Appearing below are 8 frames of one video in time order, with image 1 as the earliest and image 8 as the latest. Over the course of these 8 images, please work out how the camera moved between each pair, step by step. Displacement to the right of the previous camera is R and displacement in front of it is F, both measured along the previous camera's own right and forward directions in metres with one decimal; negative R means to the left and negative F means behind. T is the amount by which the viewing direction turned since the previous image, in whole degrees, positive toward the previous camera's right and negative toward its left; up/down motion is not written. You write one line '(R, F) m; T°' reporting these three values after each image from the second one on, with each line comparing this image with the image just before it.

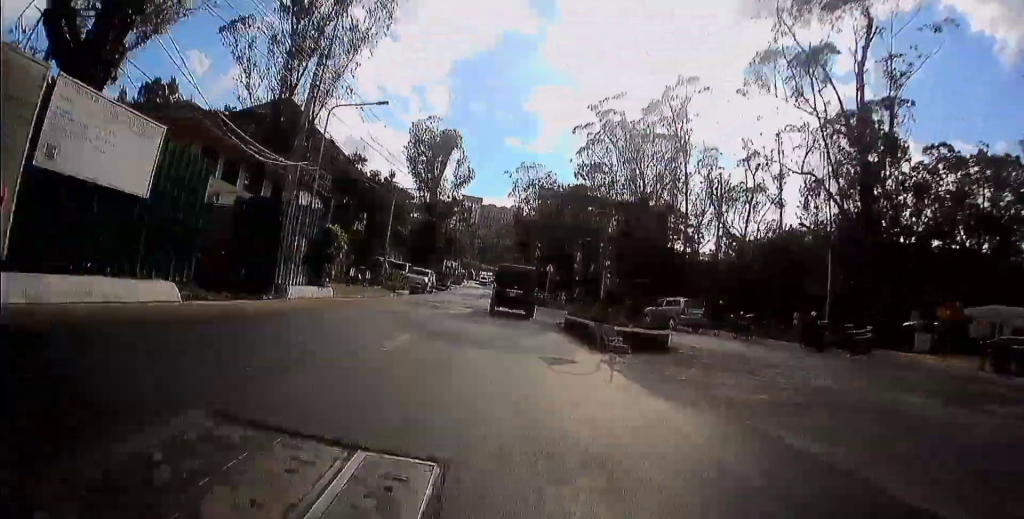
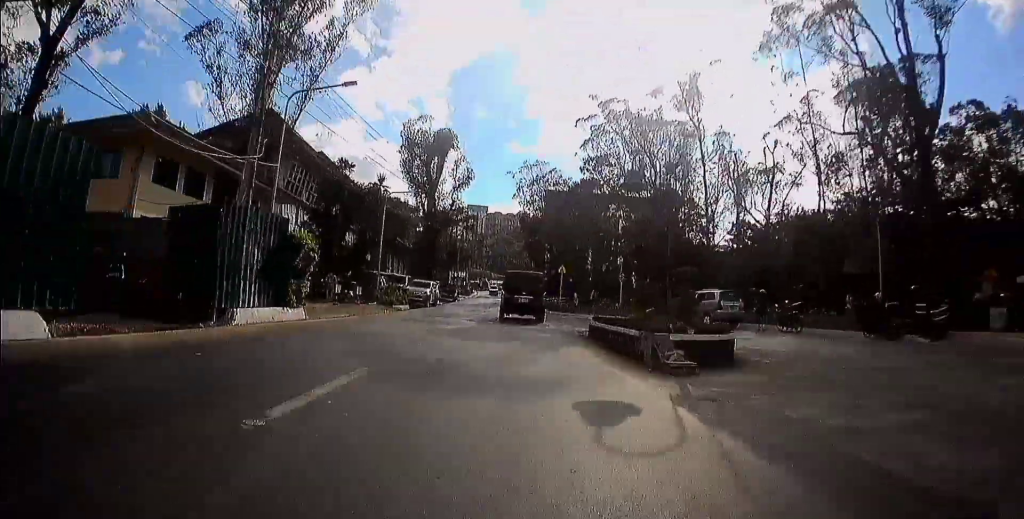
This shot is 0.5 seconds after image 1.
(-0.1, +3.5) m; -3°
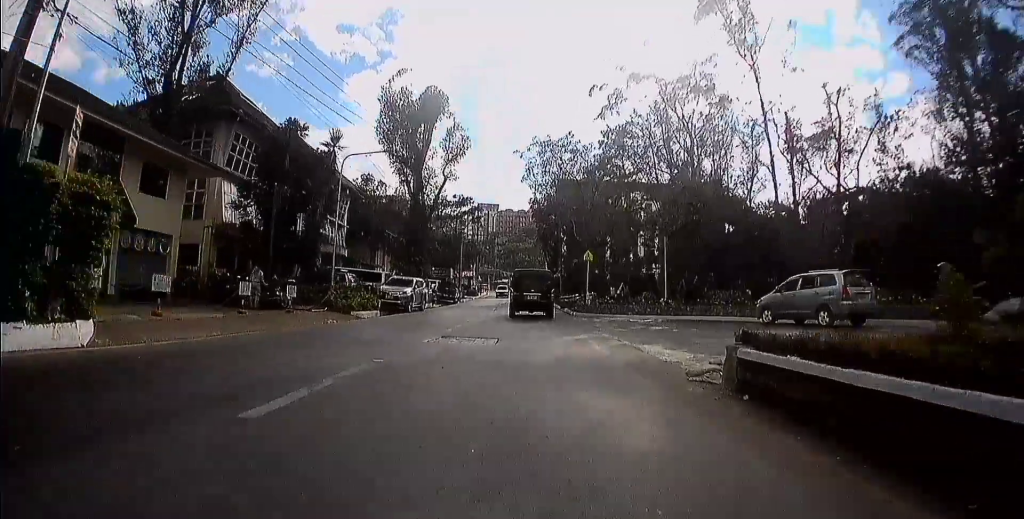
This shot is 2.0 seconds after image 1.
(-0.5, +9.1) m; -6°
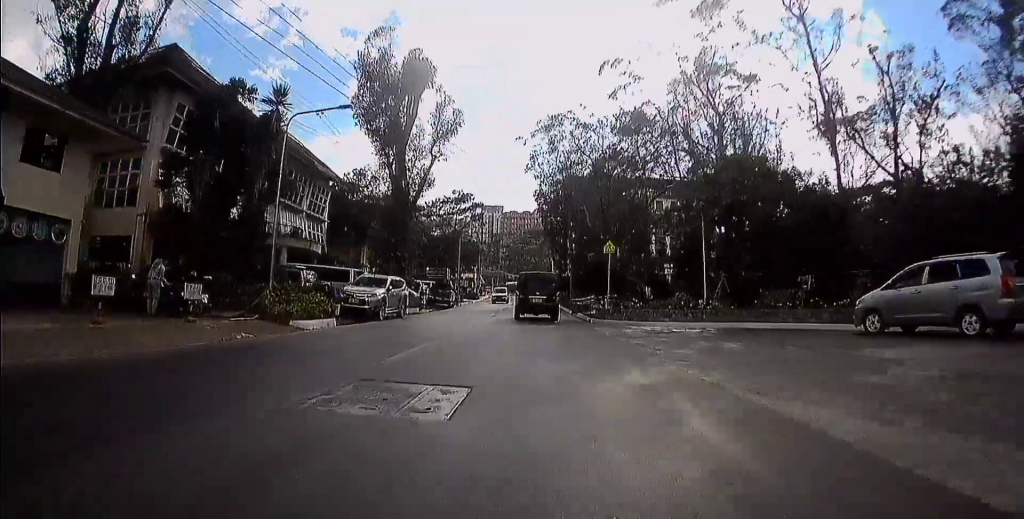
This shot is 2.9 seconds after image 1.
(-0.2, +5.5) m; -3°
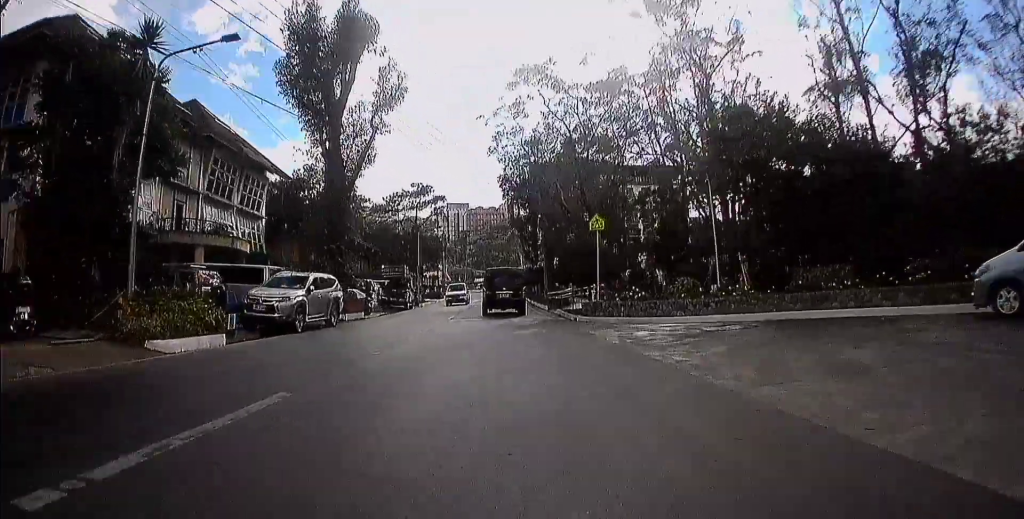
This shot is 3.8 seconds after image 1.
(-0.1, +5.0) m; 0°
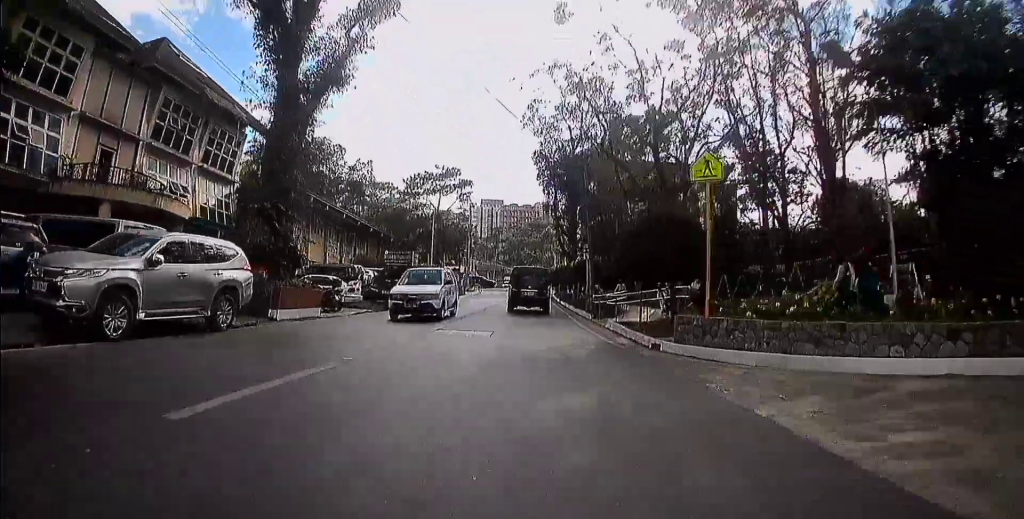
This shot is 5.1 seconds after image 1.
(+0.3, +7.8) m; +5°
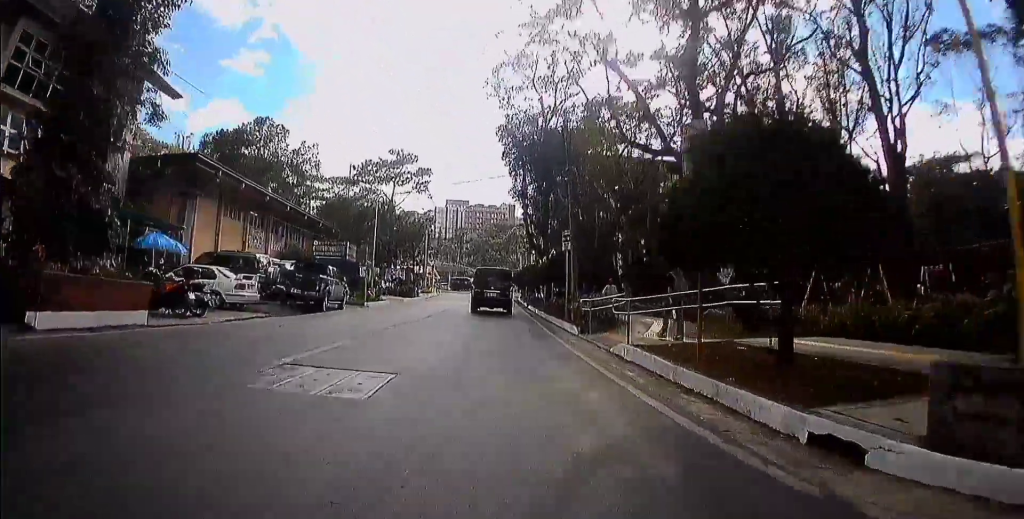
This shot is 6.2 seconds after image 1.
(+0.2, +6.3) m; +3°
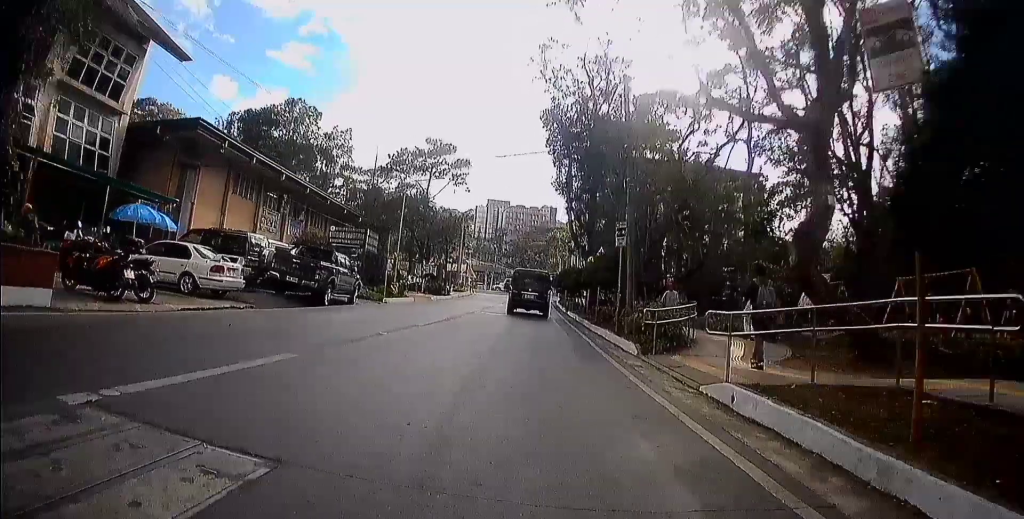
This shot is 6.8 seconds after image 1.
(0.0, +3.2) m; +1°
